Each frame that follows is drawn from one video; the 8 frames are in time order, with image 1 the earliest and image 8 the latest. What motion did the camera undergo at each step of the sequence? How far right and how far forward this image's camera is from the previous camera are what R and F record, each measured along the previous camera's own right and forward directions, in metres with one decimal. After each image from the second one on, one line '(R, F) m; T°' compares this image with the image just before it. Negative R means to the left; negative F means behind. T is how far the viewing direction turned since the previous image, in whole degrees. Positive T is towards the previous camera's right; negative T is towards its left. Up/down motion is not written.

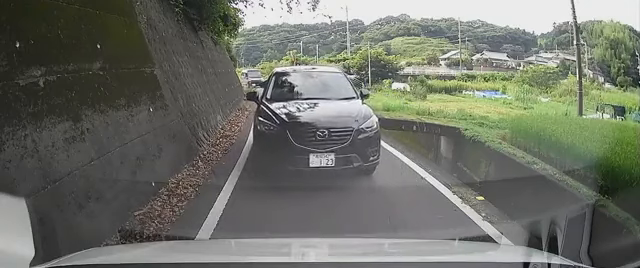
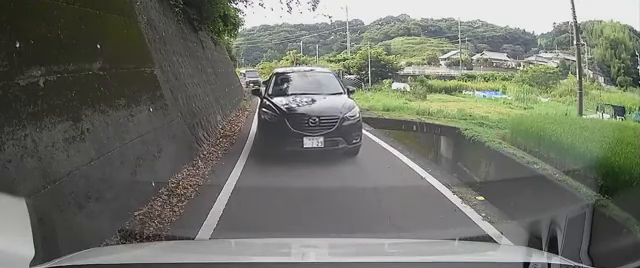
(0.0, 0.0) m; 0°
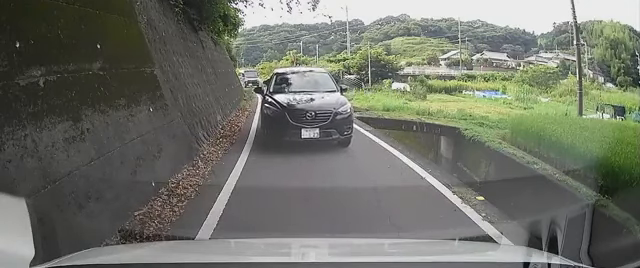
(0.0, 0.0) m; 0°
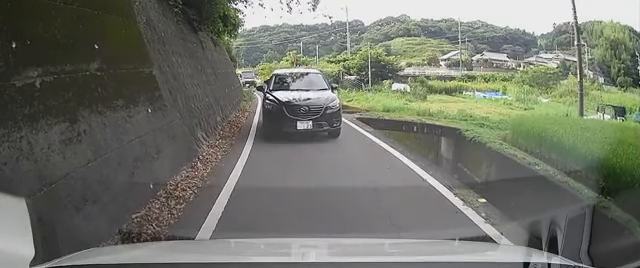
(0.0, 0.0) m; 0°
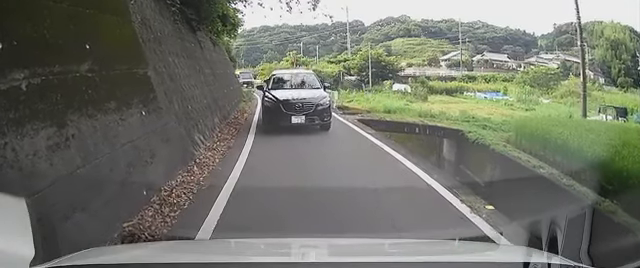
(0.0, 0.0) m; 0°
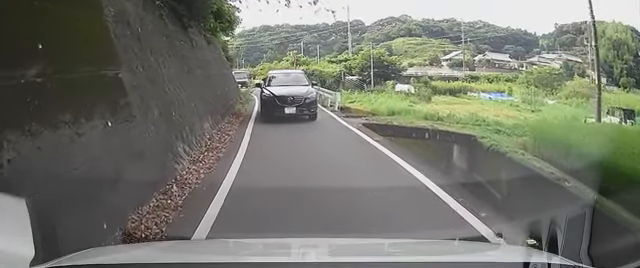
(0.0, 0.0) m; 0°
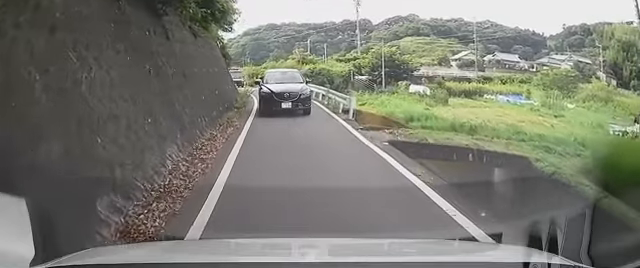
(+0.3, +0.8) m; +3°
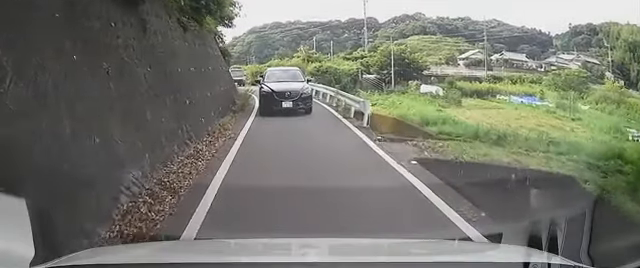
(-0.1, +1.8) m; -3°
